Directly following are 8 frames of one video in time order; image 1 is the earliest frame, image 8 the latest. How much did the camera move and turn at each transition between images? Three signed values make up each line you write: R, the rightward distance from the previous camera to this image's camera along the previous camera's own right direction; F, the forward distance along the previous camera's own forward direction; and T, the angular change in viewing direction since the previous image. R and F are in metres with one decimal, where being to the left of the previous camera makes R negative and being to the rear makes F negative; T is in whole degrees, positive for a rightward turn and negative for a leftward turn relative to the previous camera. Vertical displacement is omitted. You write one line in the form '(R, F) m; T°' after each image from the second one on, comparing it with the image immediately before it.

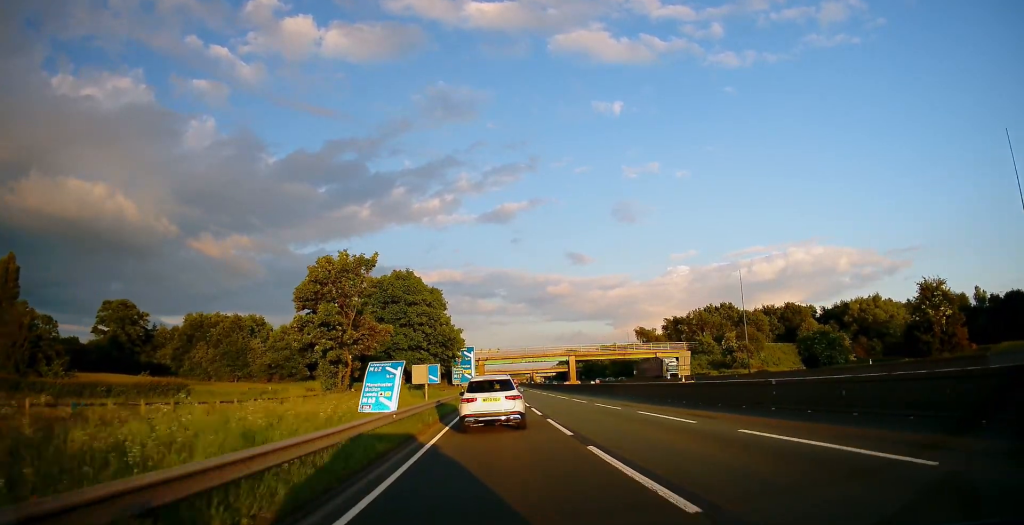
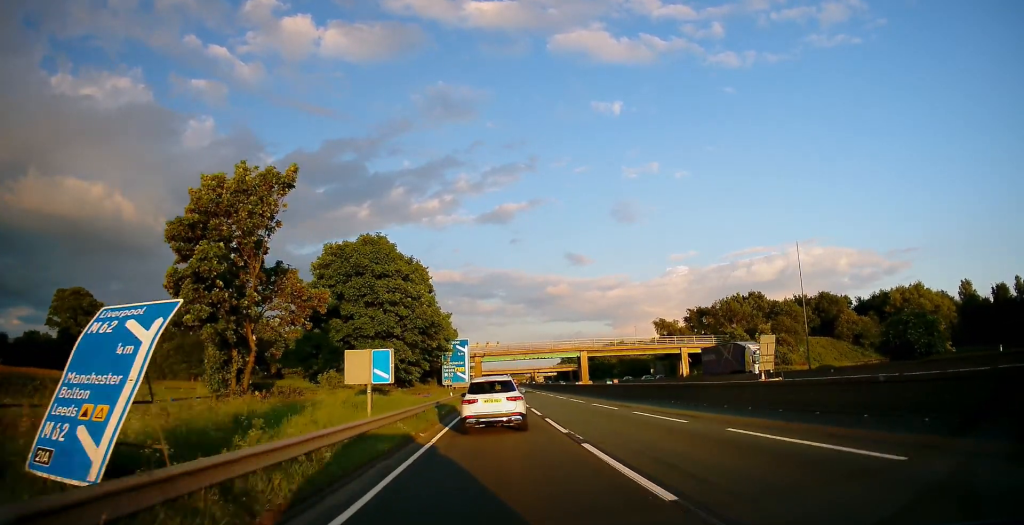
(-0.3, +17.3) m; -1°
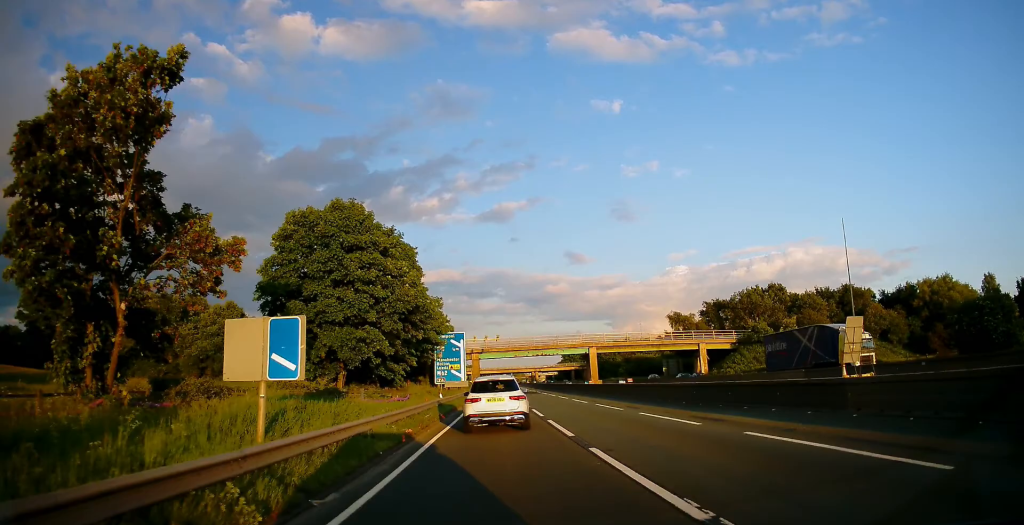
(0.0, +10.5) m; 0°
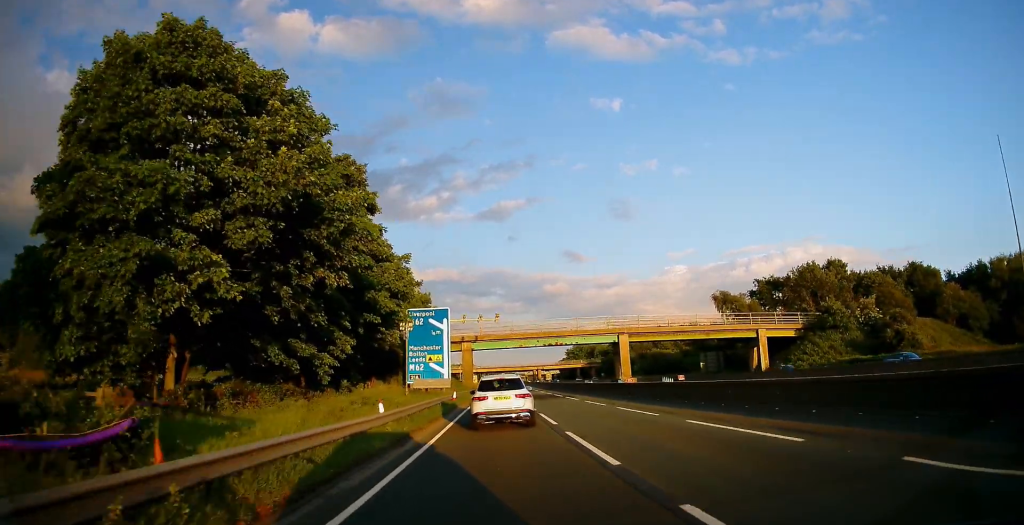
(0.0, +23.6) m; 0°
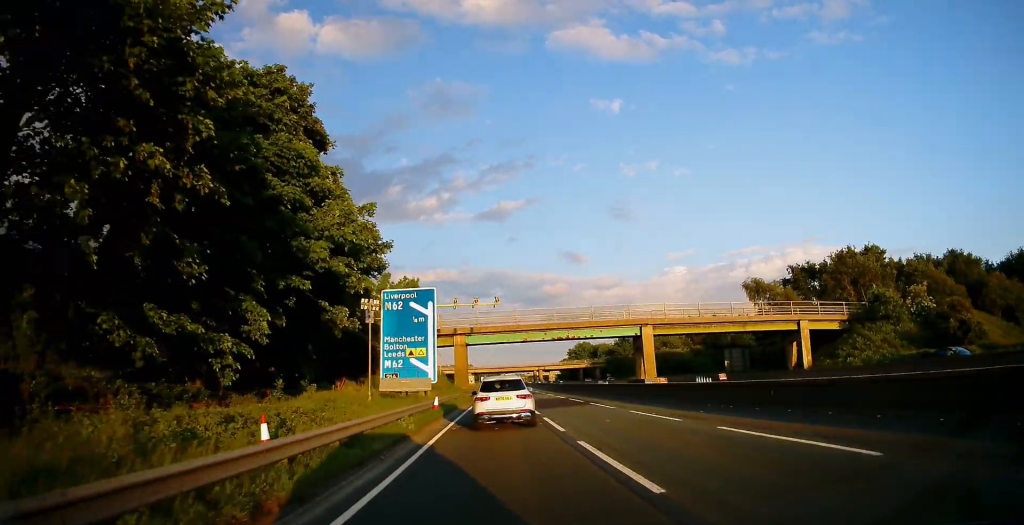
(+0.1, +11.4) m; 0°
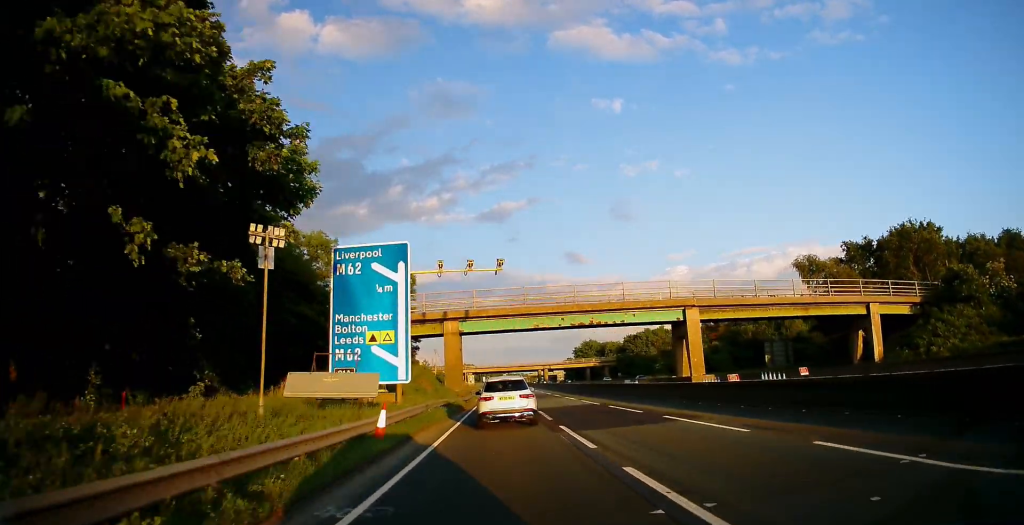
(+0.1, +13.4) m; 0°
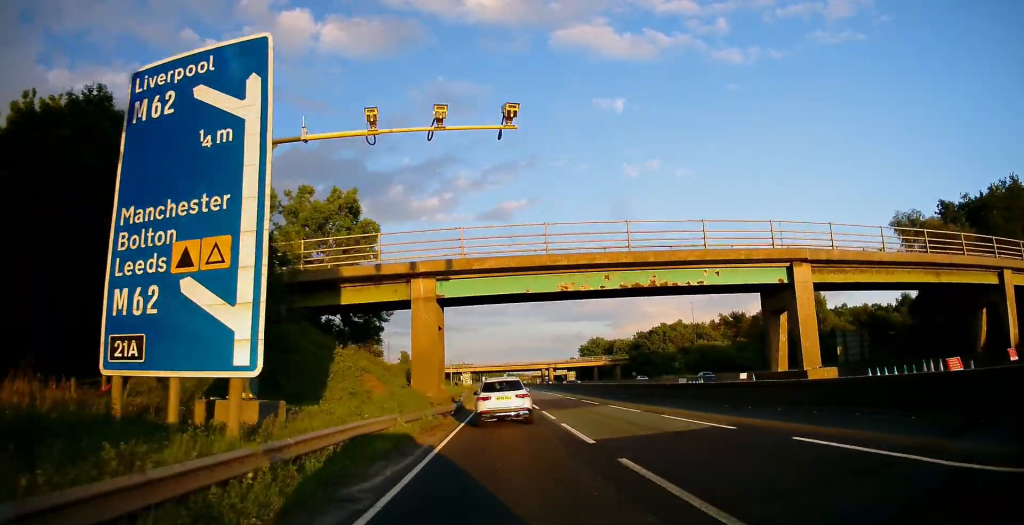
(-0.2, +17.3) m; +1°
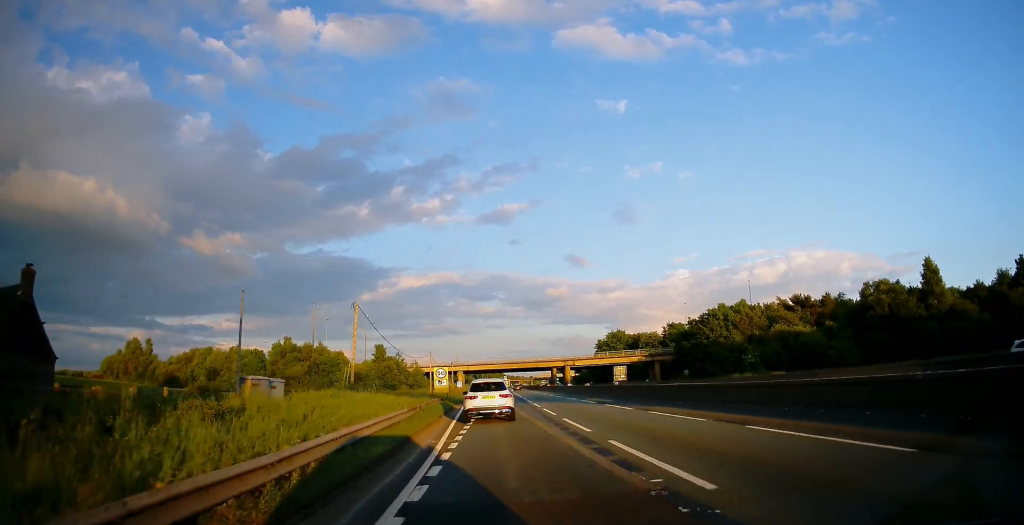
(-0.1, +43.3) m; 0°
